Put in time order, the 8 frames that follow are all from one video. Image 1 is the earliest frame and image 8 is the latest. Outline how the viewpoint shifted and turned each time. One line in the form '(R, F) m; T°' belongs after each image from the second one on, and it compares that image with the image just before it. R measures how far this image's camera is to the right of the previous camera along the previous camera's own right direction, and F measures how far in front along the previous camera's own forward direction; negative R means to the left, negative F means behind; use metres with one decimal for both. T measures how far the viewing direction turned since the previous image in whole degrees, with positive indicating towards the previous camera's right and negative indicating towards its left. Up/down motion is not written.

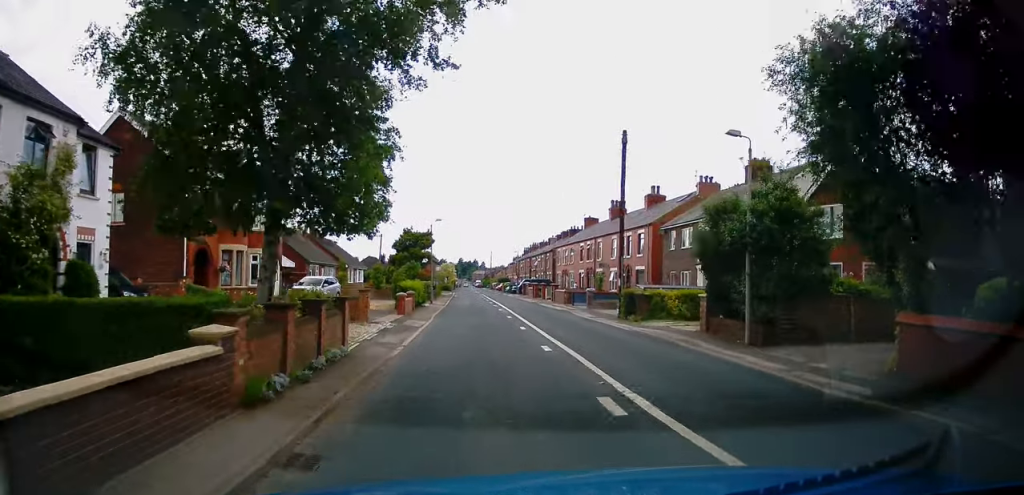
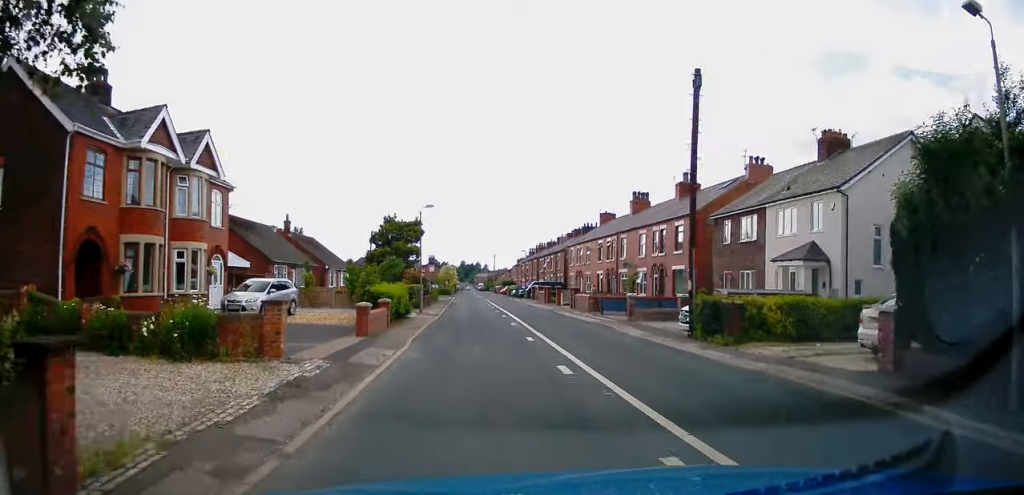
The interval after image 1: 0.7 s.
(0.0, +8.7) m; -1°
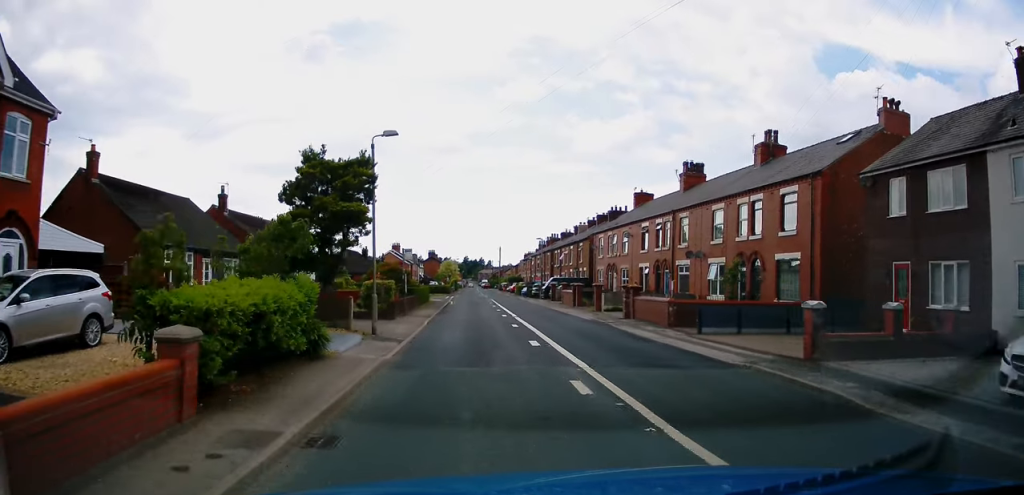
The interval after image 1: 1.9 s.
(-0.3, +13.7) m; -2°
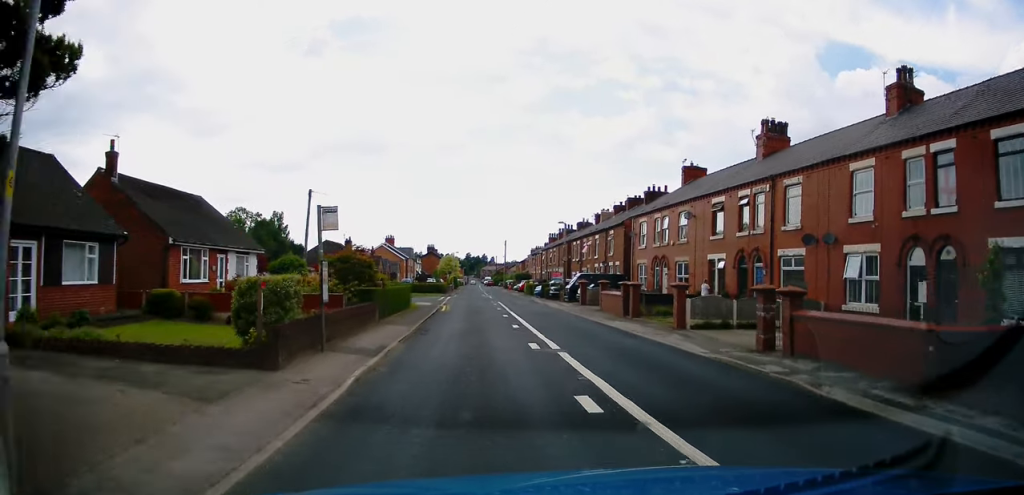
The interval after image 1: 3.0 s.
(-0.1, +12.8) m; 0°
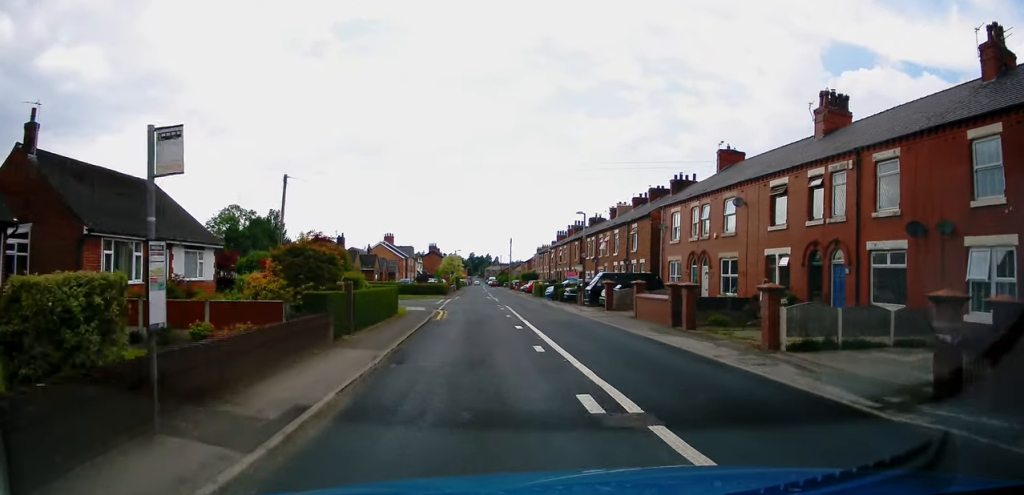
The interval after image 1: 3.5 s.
(+0.2, +6.3) m; 0°
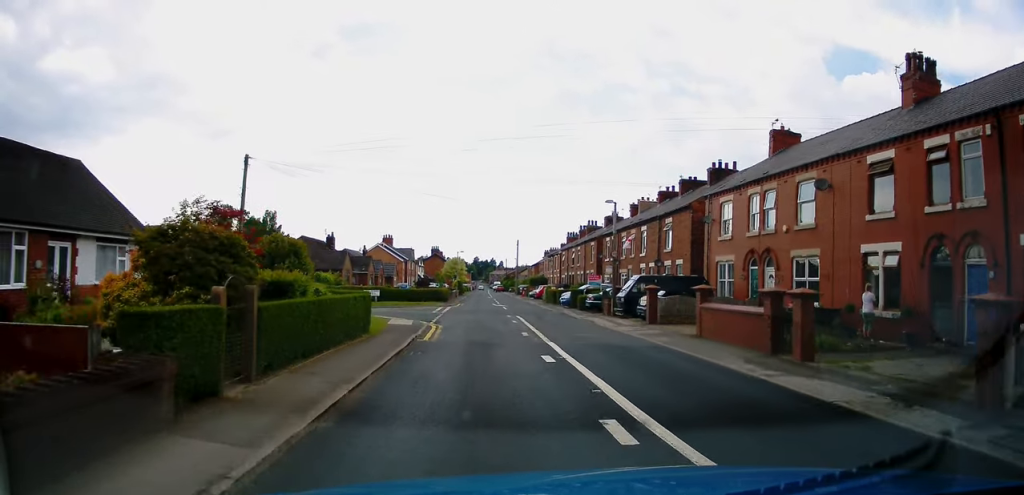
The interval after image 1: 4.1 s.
(-0.3, +6.8) m; 0°
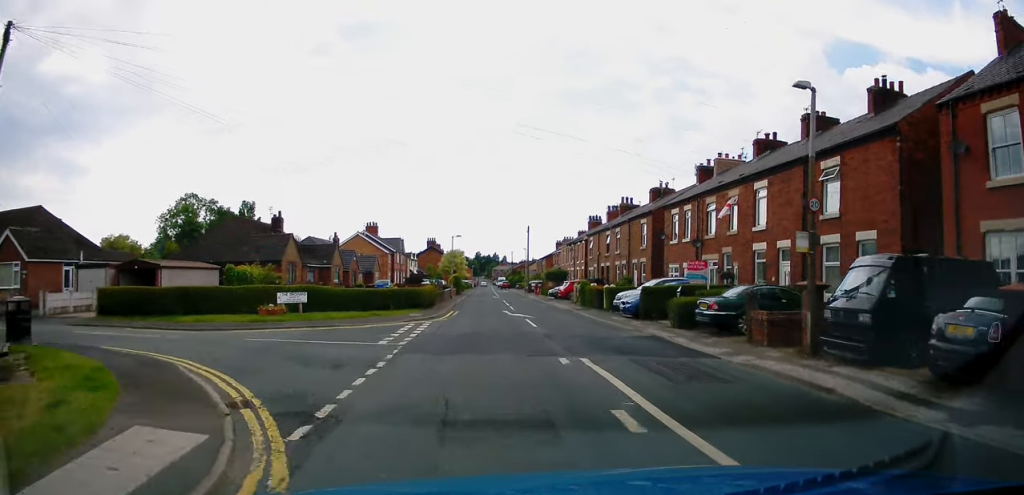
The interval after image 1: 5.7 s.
(+0.5, +17.4) m; +2°
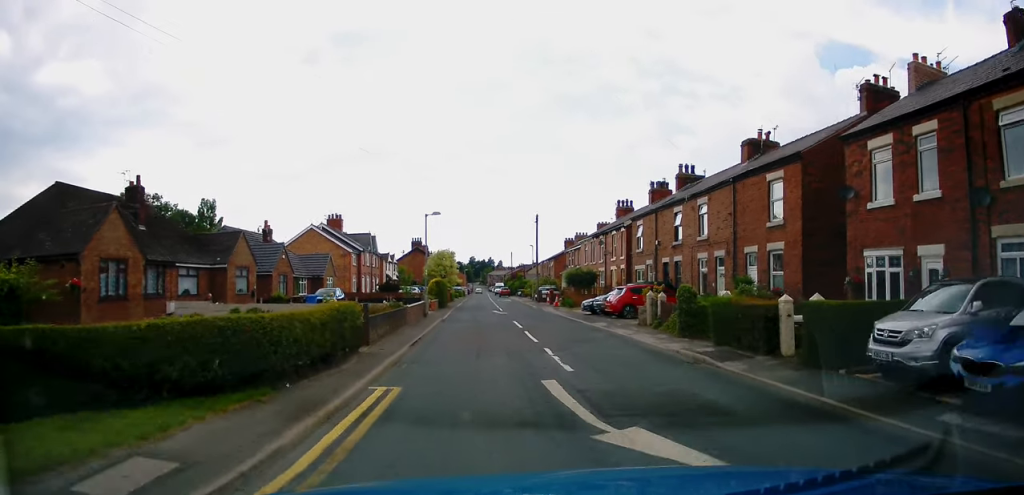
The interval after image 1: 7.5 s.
(-0.9, +19.4) m; -2°
